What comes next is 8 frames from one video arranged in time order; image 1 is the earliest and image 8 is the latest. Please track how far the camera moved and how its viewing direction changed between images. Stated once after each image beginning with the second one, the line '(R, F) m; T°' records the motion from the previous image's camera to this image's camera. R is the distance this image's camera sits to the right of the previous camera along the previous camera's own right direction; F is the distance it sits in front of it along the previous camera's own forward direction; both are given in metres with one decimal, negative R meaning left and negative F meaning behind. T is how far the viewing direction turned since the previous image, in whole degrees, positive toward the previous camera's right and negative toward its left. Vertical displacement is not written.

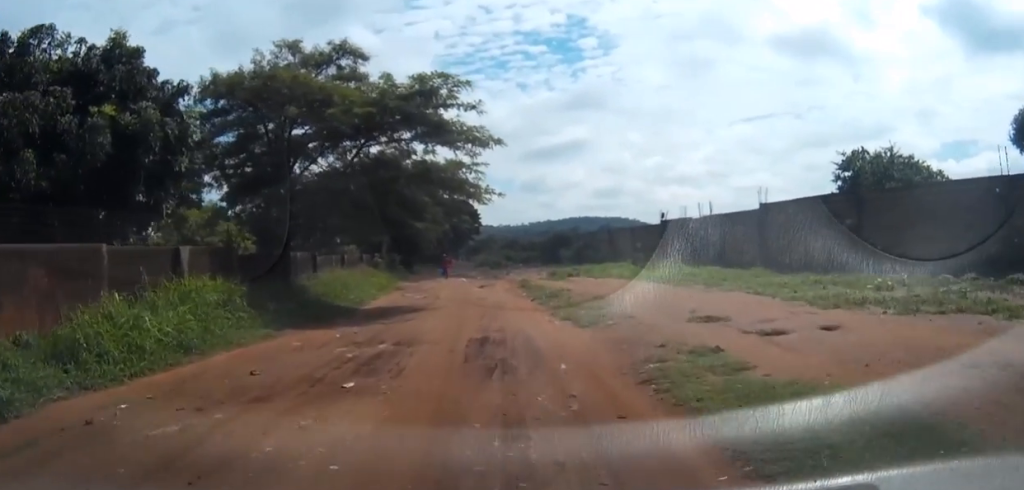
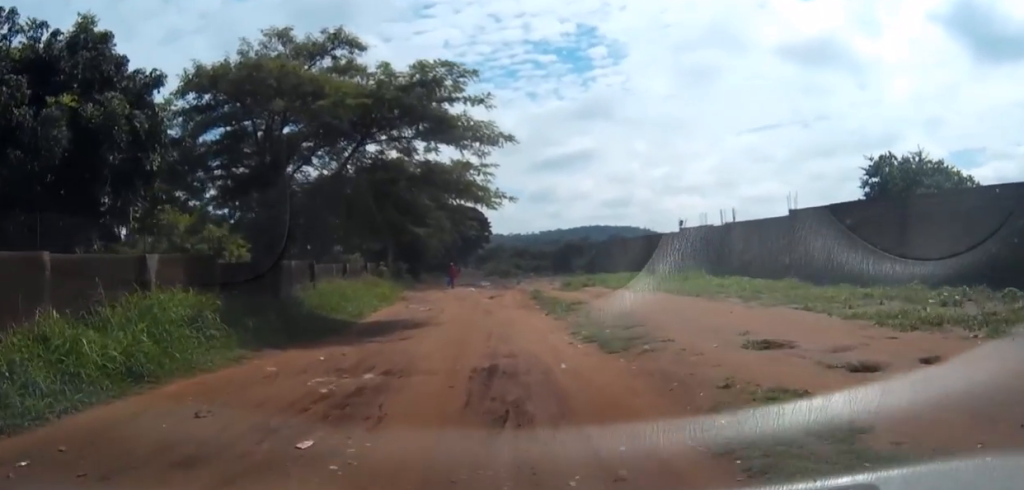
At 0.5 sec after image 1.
(0.0, +2.4) m; -1°
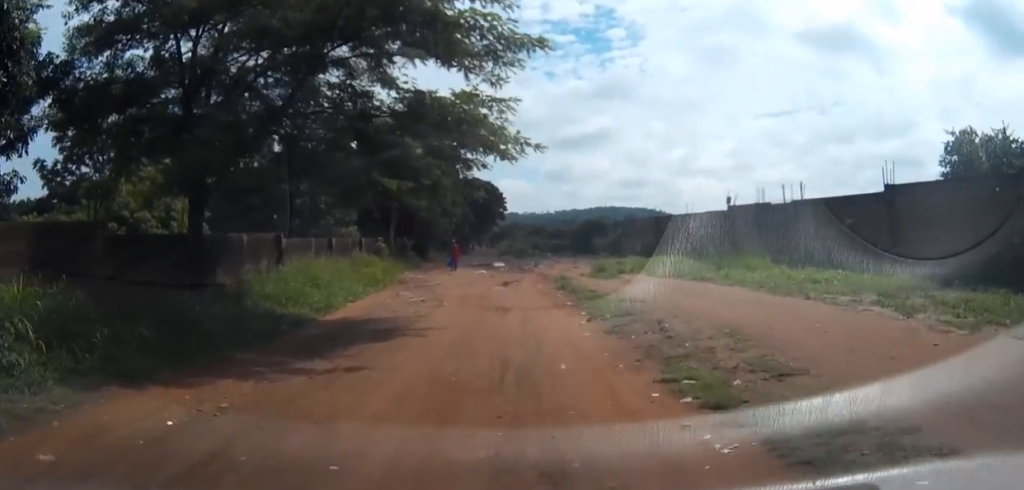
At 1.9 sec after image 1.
(-0.1, +7.3) m; 0°
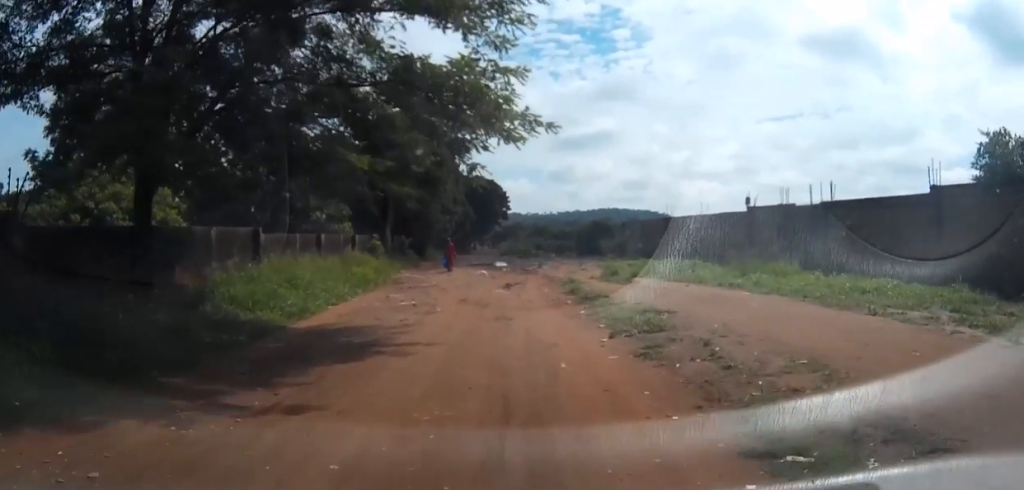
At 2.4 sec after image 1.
(+0.1, +2.8) m; 0°
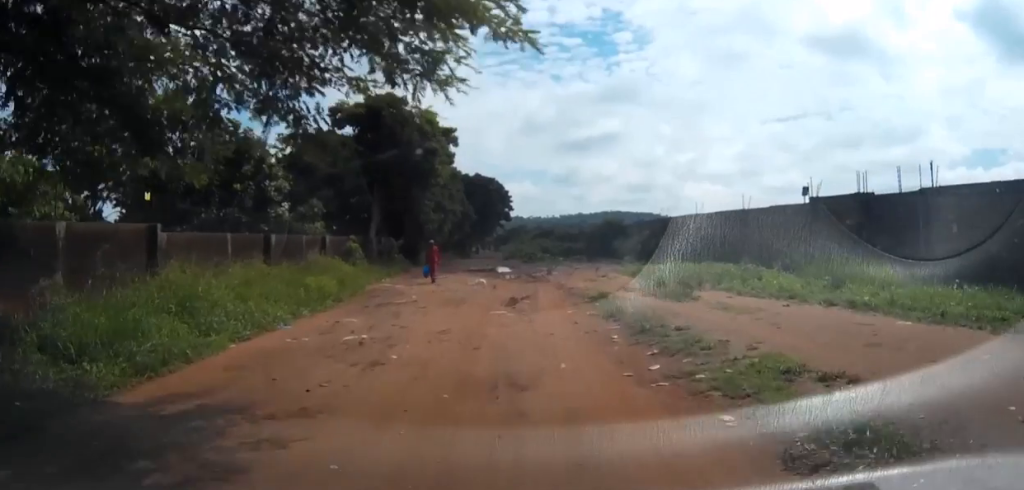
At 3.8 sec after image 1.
(0.0, +7.3) m; +1°
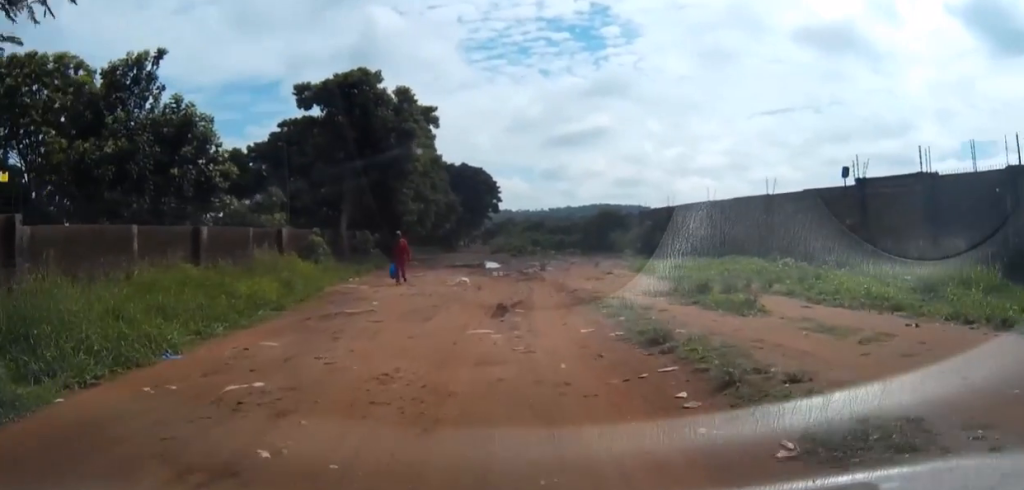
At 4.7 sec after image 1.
(+0.1, +4.9) m; +1°
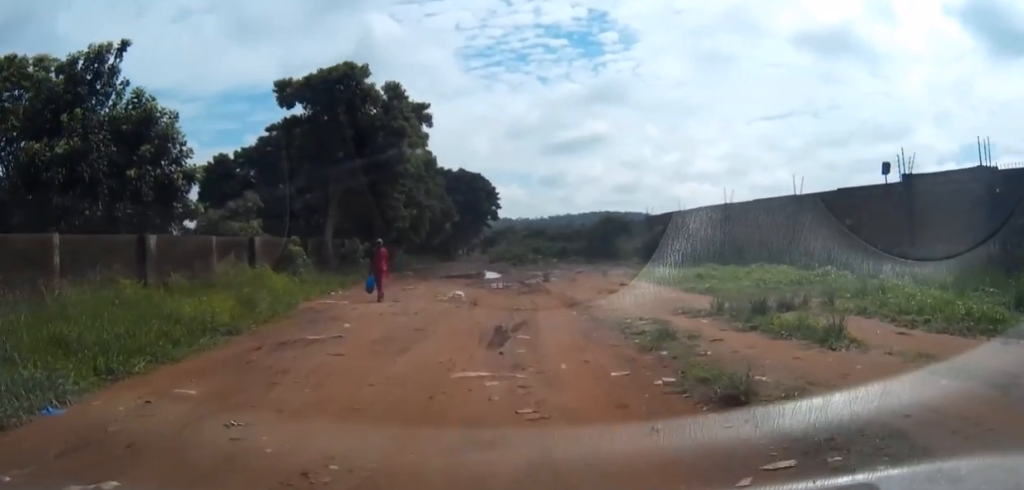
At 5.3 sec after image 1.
(0.0, +3.2) m; 0°
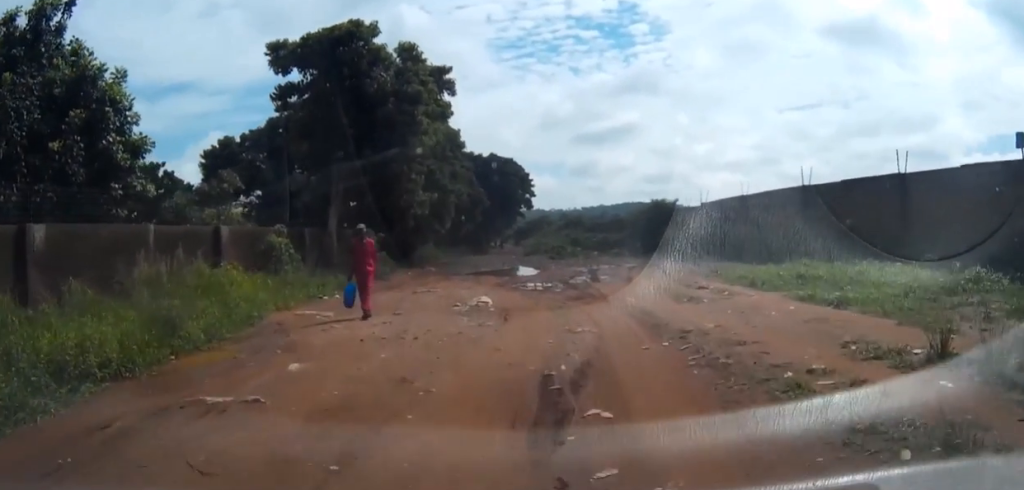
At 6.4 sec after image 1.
(-0.1, +5.8) m; -1°
